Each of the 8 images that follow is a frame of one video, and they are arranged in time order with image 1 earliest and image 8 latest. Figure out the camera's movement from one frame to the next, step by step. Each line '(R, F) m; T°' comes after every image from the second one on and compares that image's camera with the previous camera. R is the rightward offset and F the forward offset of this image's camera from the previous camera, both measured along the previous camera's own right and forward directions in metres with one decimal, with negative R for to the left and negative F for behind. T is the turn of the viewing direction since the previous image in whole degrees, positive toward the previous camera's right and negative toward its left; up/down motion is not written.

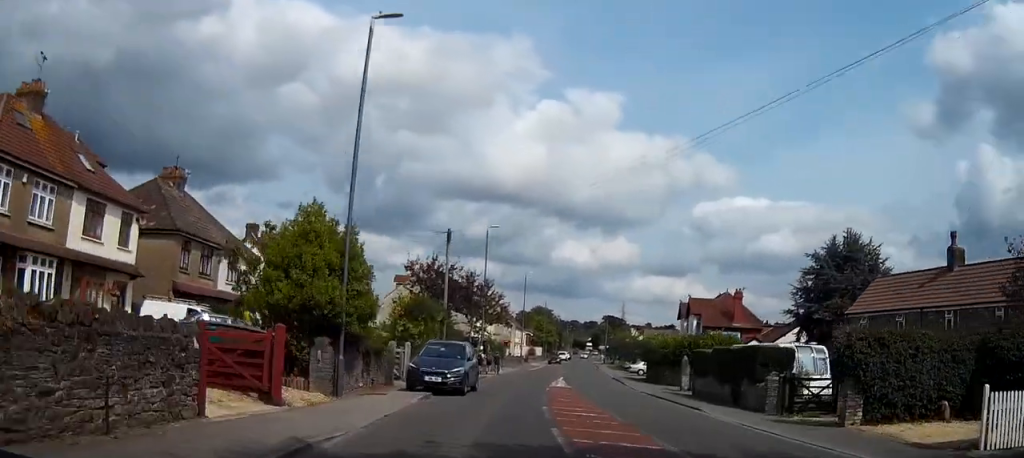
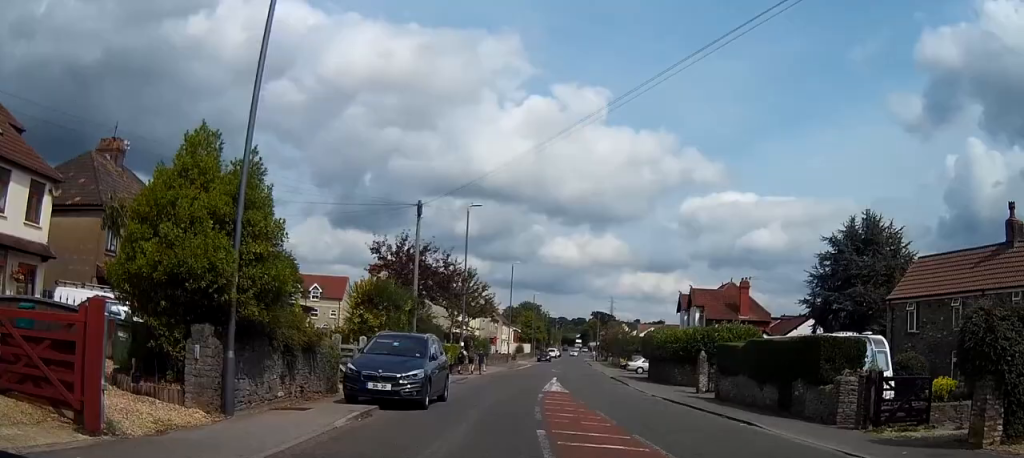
(0.0, +6.5) m; 0°
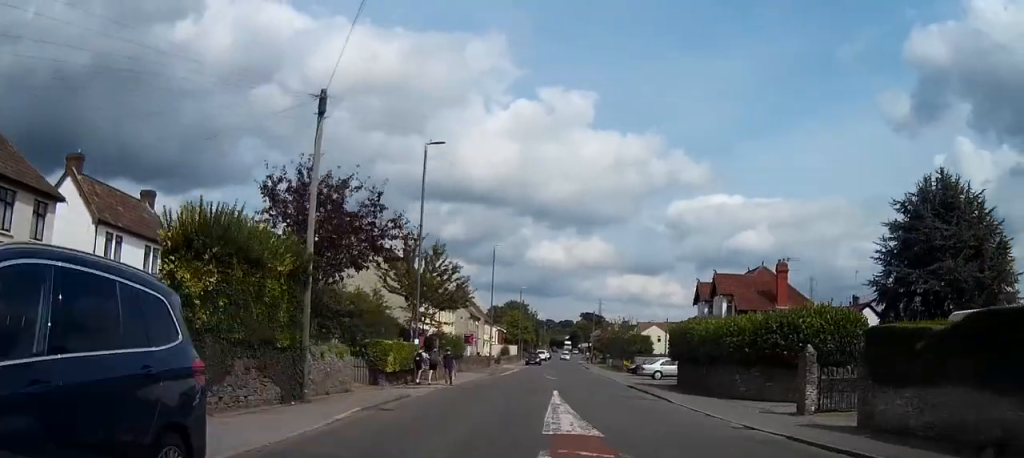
(0.0, +14.4) m; 0°
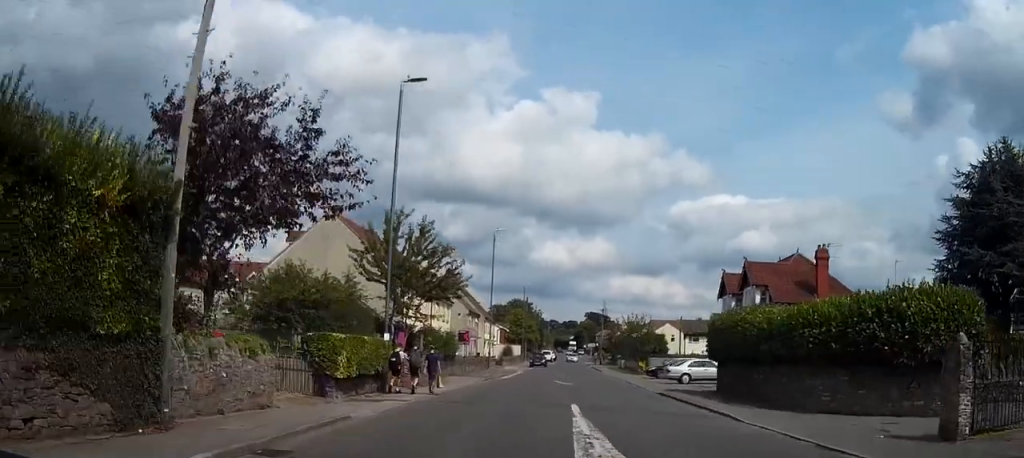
(0.0, +7.6) m; 0°
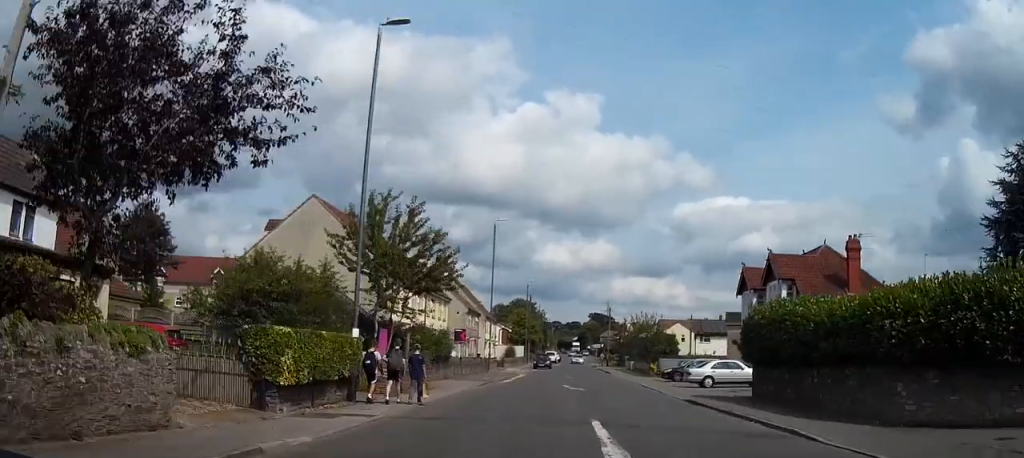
(0.0, +4.7) m; 0°
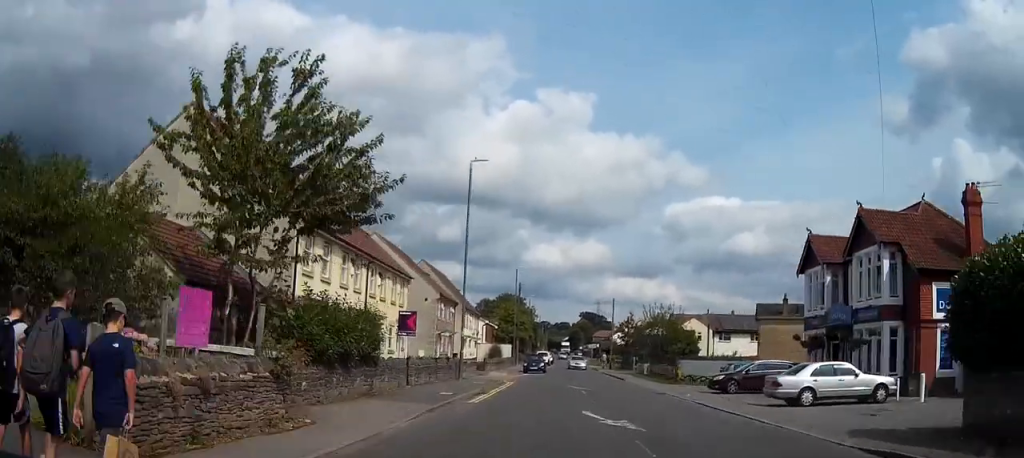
(0.0, +15.1) m; 0°
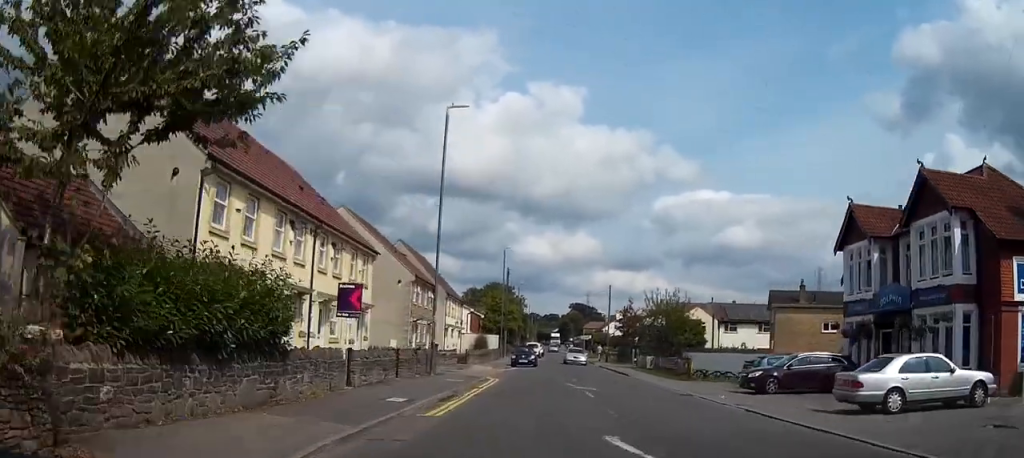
(-0.1, +6.8) m; +1°
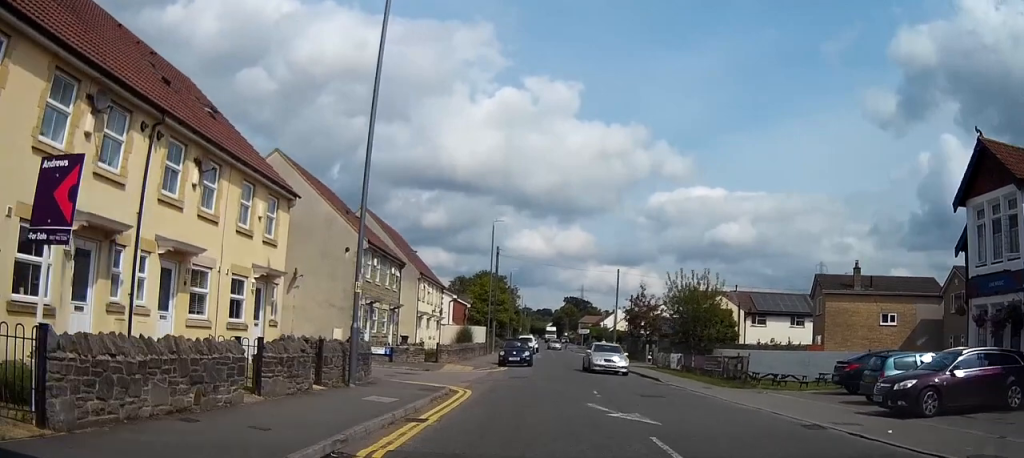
(+0.3, +12.3) m; +2°
